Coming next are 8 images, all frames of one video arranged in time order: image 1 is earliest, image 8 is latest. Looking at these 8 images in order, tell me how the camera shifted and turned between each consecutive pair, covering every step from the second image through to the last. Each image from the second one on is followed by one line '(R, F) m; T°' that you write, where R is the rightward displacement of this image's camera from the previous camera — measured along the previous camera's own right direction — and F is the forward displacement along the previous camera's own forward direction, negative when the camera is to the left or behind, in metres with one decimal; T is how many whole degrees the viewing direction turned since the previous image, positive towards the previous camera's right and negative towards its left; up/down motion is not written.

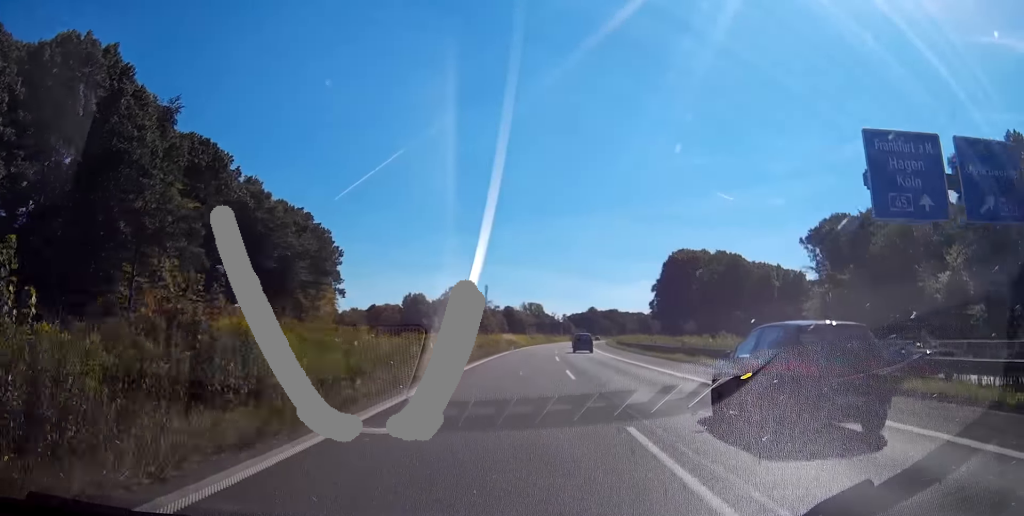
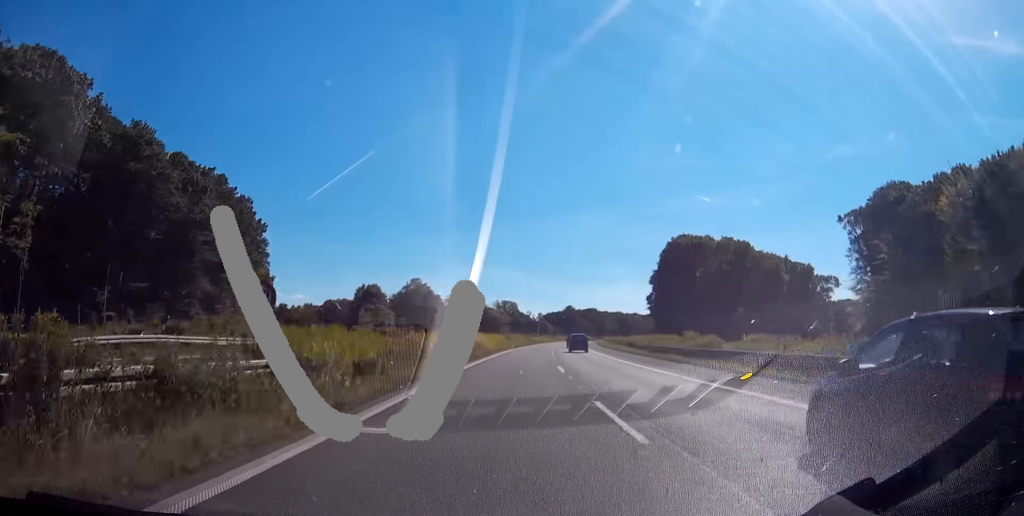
(+0.4, +32.5) m; +2°
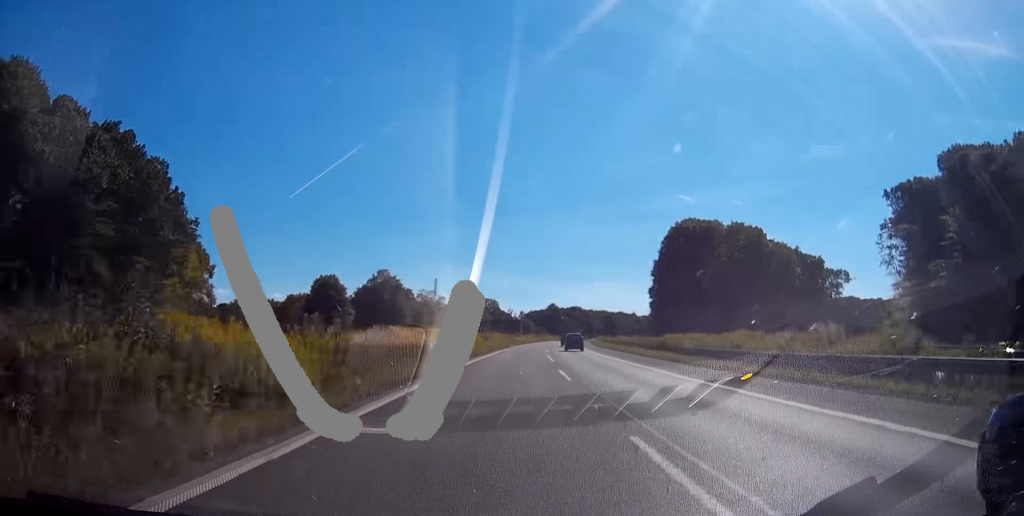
(+0.4, +23.8) m; +2°
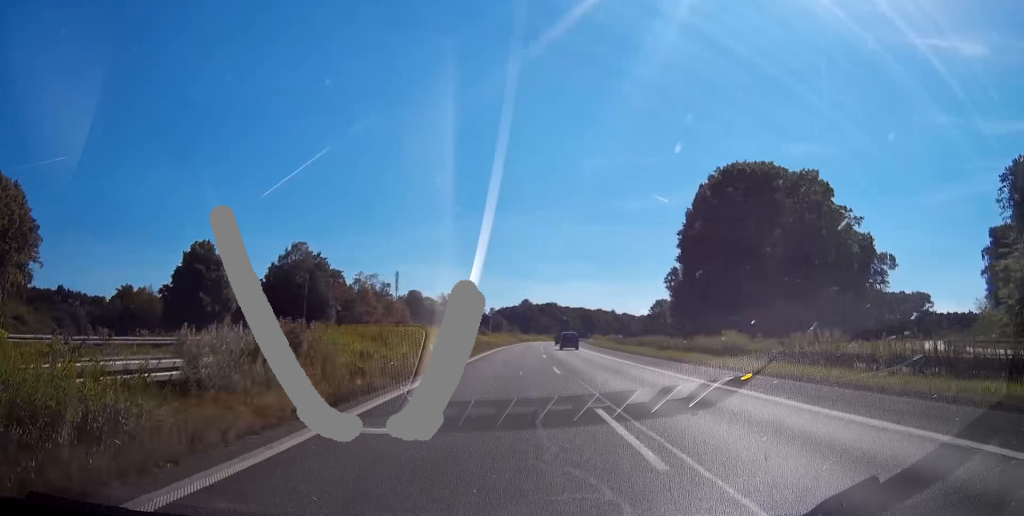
(+0.9, +51.0) m; +2°
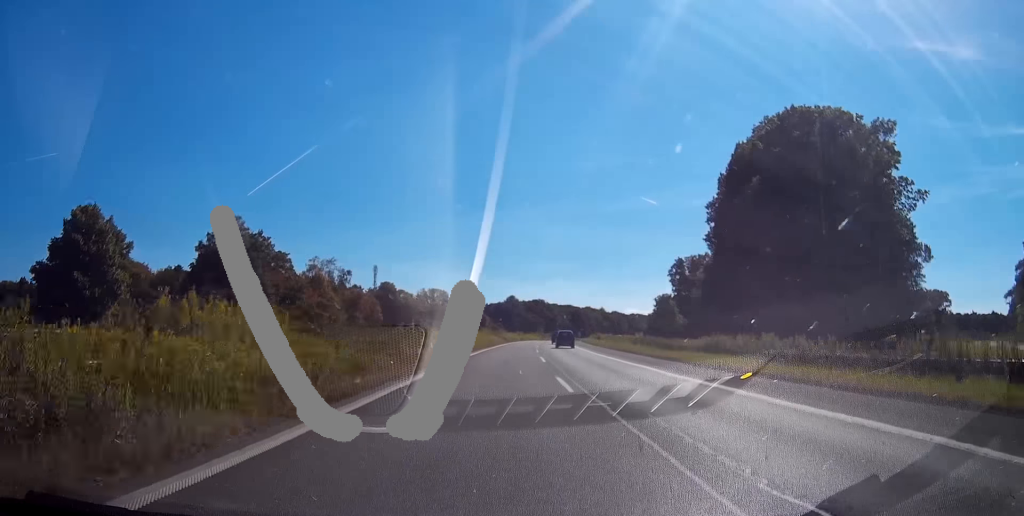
(+0.4, +27.1) m; +2°
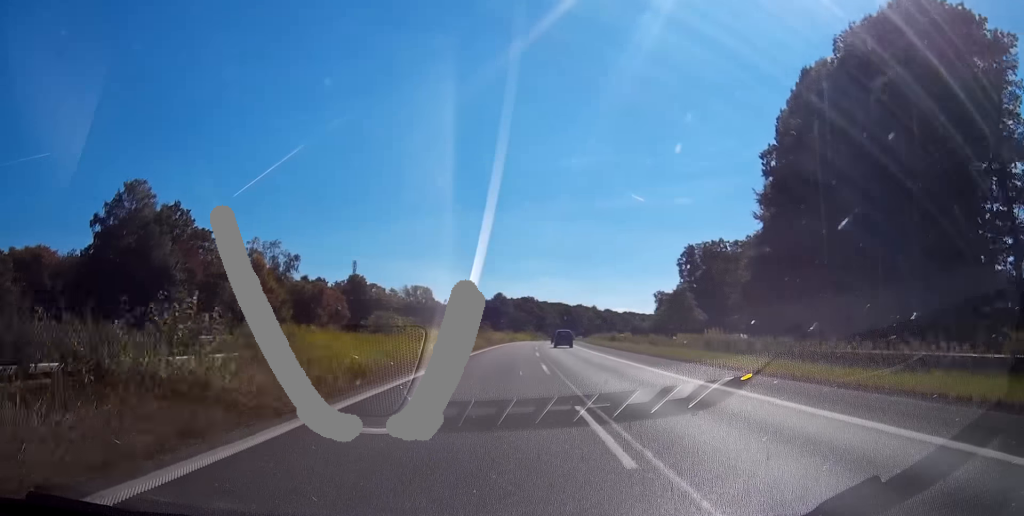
(+0.3, +27.0) m; +1°
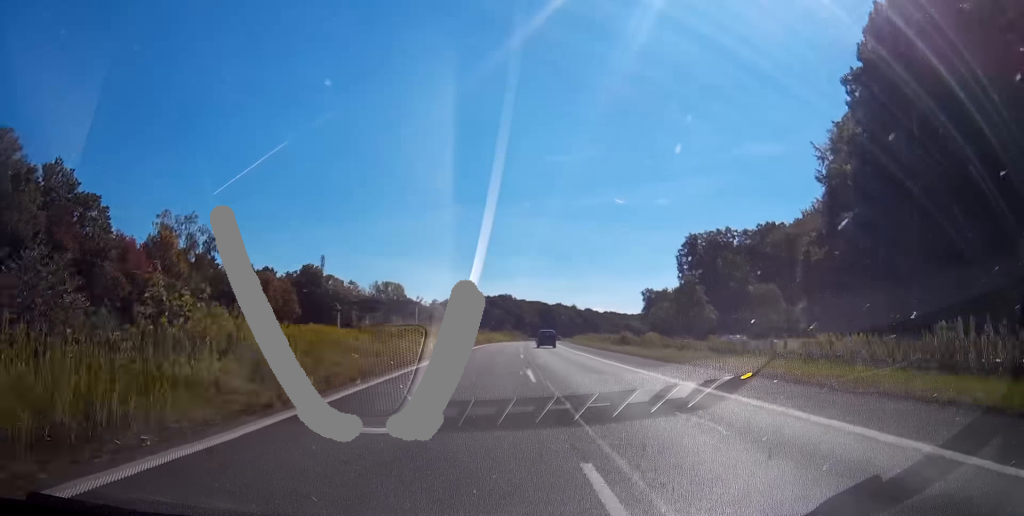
(+0.1, +24.0) m; +1°
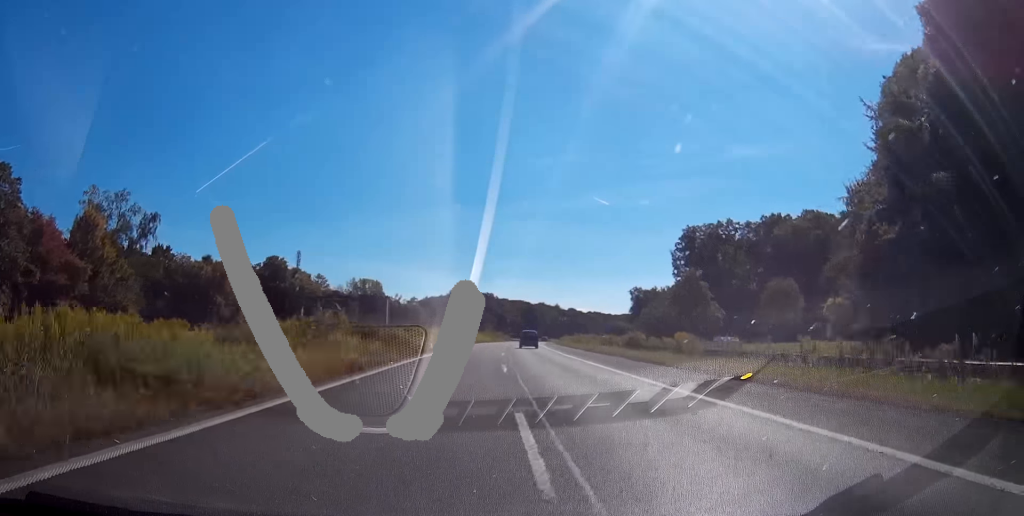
(+0.1, +13.5) m; 0°
